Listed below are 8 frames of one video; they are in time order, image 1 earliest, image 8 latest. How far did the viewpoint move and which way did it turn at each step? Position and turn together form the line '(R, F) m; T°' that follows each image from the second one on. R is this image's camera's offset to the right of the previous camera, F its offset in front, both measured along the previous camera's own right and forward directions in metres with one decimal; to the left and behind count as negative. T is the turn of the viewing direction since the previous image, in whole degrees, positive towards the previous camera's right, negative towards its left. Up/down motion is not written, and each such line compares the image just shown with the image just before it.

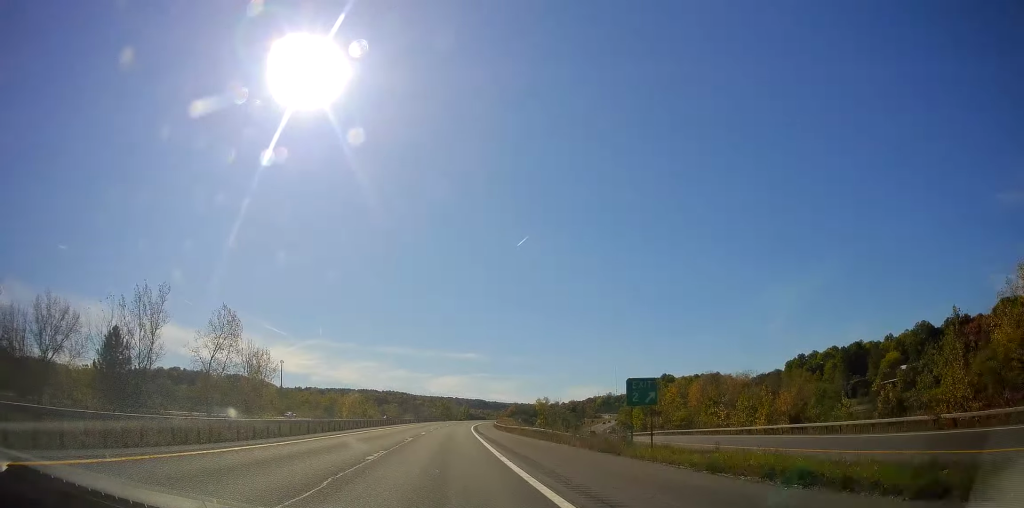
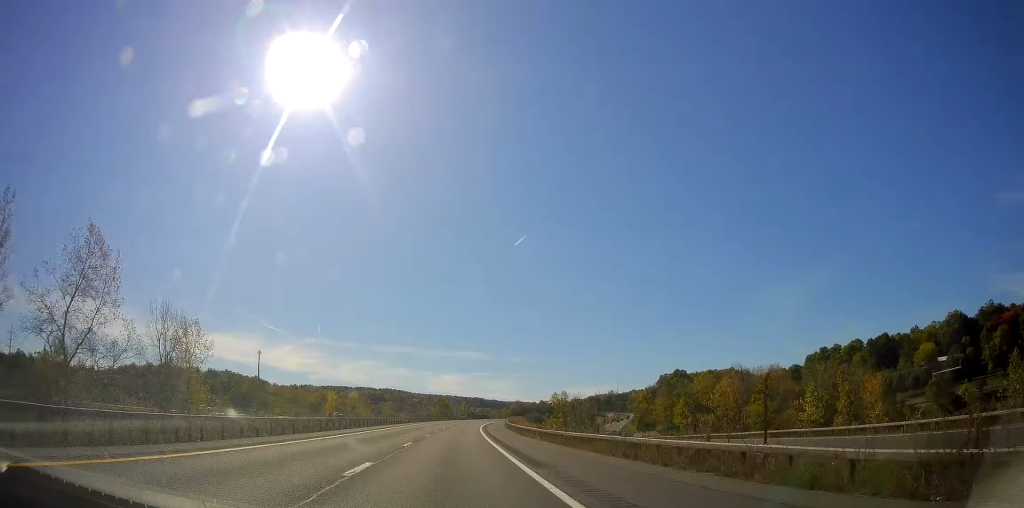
(+0.3, +29.0) m; 0°
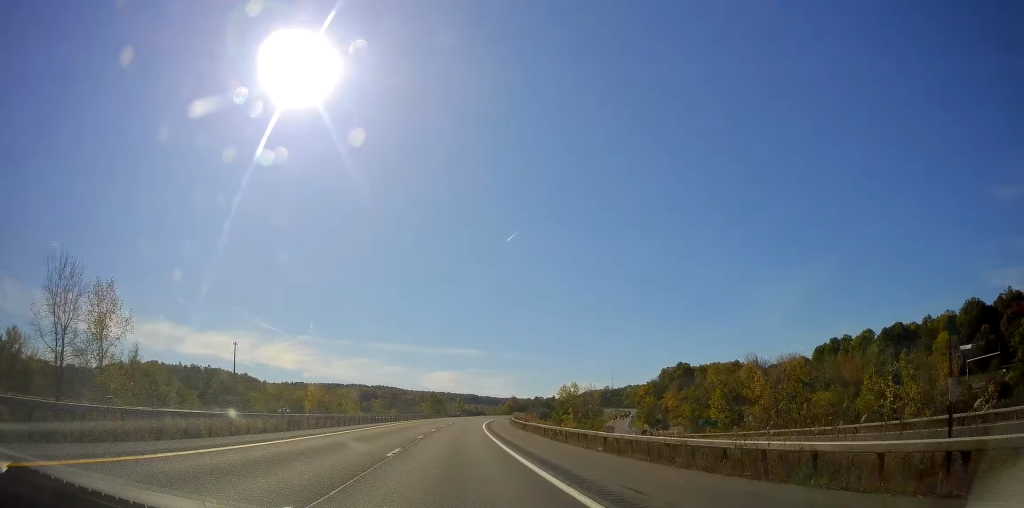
(+0.1, +19.4) m; 0°
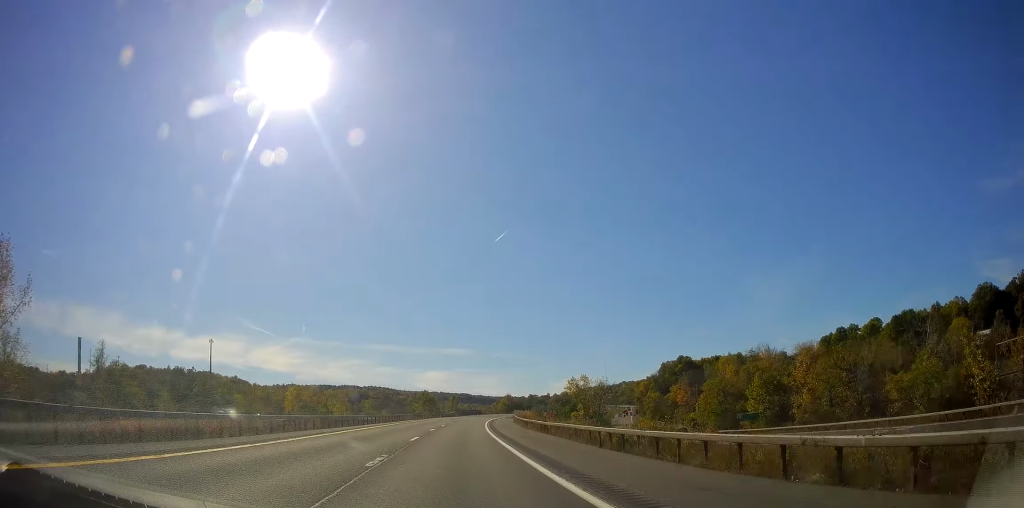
(-0.3, +15.5) m; 0°
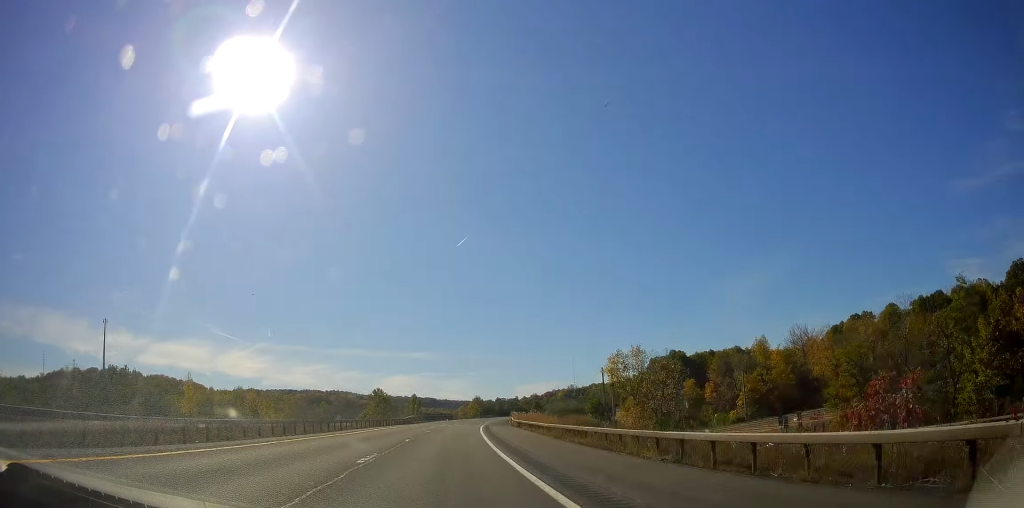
(+0.9, +47.4) m; +3°
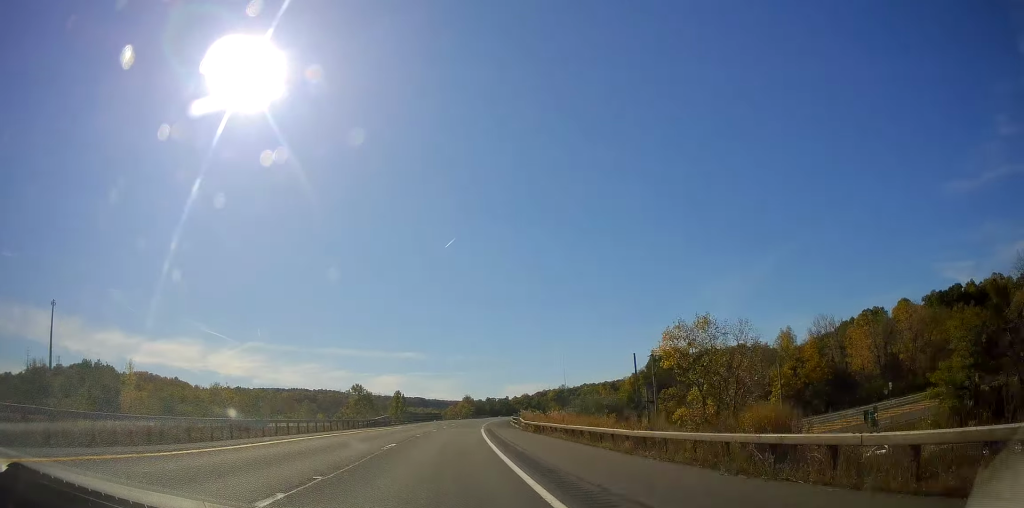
(+0.5, +19.3) m; +1°
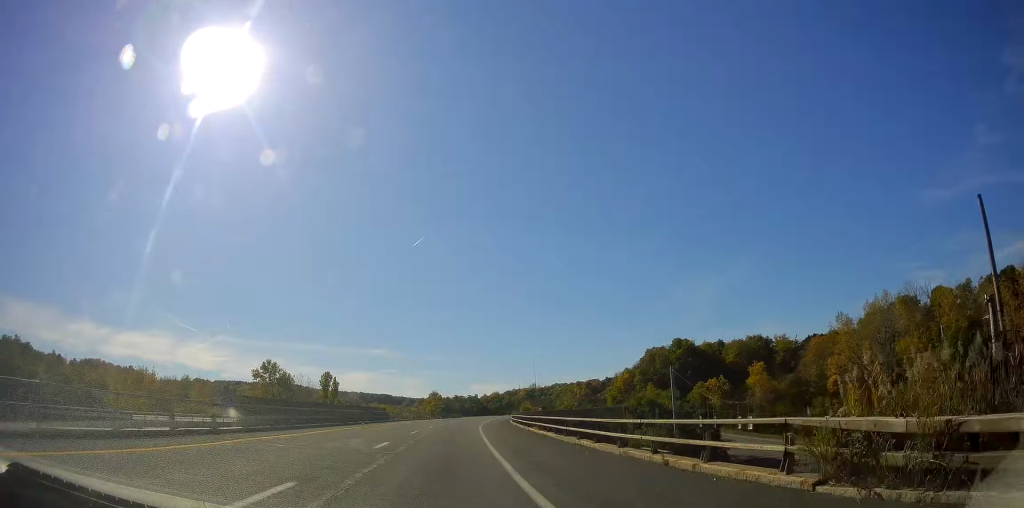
(+0.7, +50.5) m; +3°
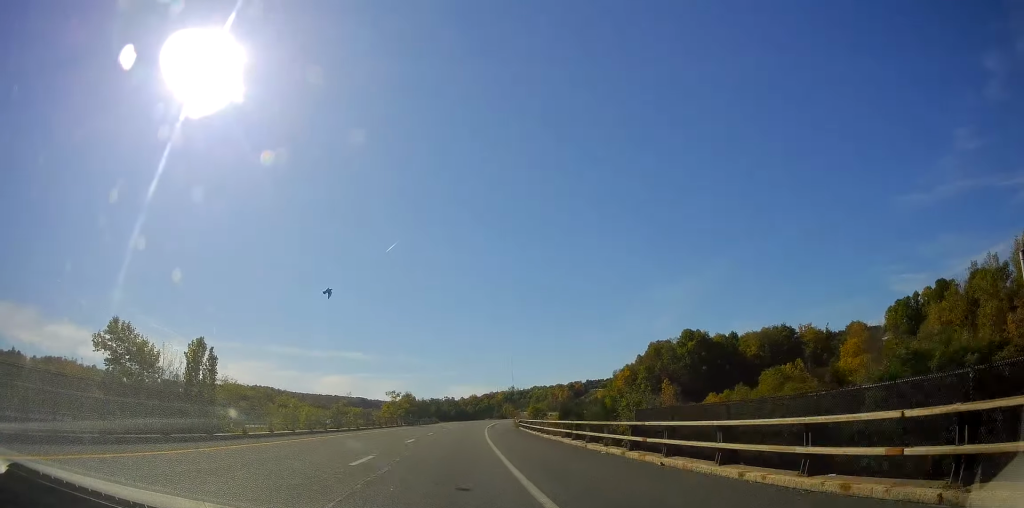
(+0.8, +41.7) m; +2°
